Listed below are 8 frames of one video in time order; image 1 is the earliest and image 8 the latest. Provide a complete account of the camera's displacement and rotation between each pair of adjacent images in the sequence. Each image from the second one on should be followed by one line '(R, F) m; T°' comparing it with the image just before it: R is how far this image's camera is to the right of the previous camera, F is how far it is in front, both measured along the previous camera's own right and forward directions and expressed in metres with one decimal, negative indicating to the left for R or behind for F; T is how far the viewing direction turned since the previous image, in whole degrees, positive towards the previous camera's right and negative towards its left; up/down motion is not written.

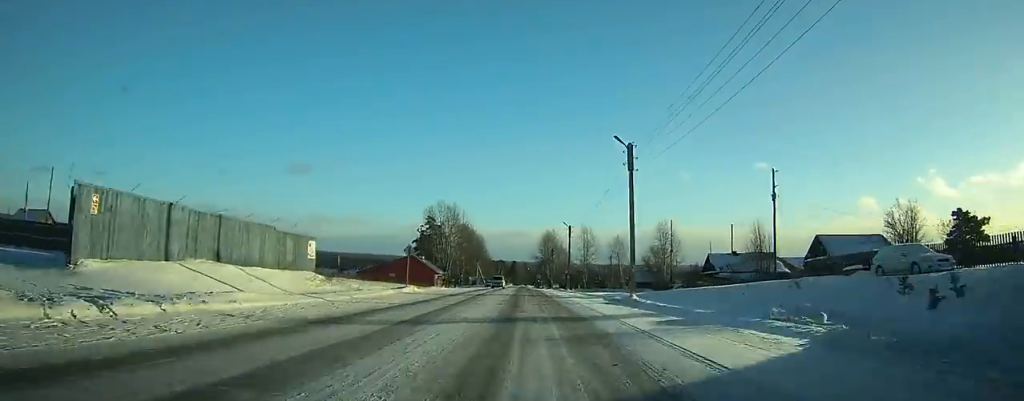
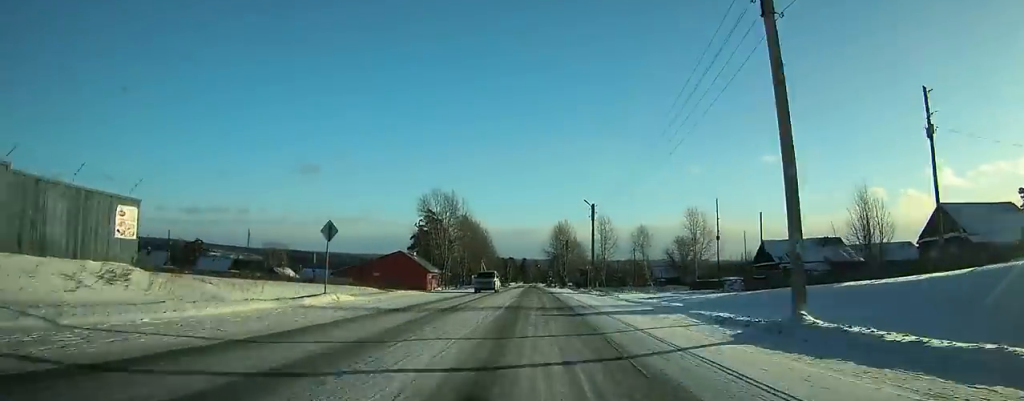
(-0.2, +18.5) m; -1°
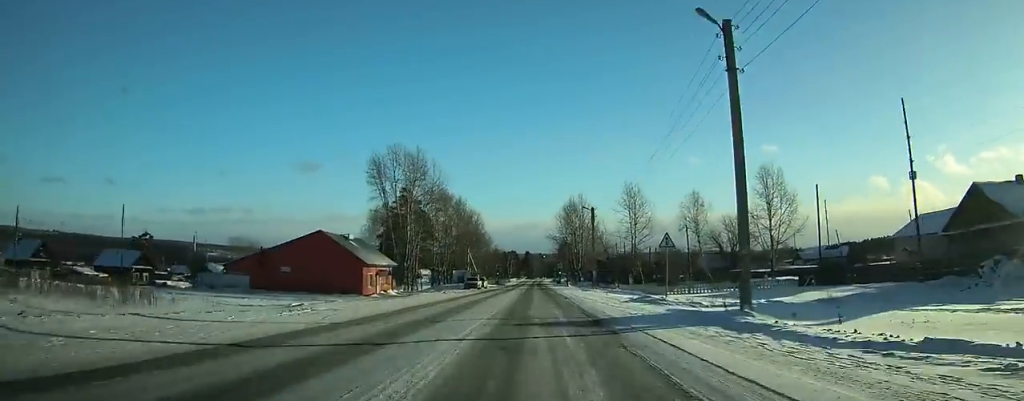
(-0.3, +38.1) m; 0°
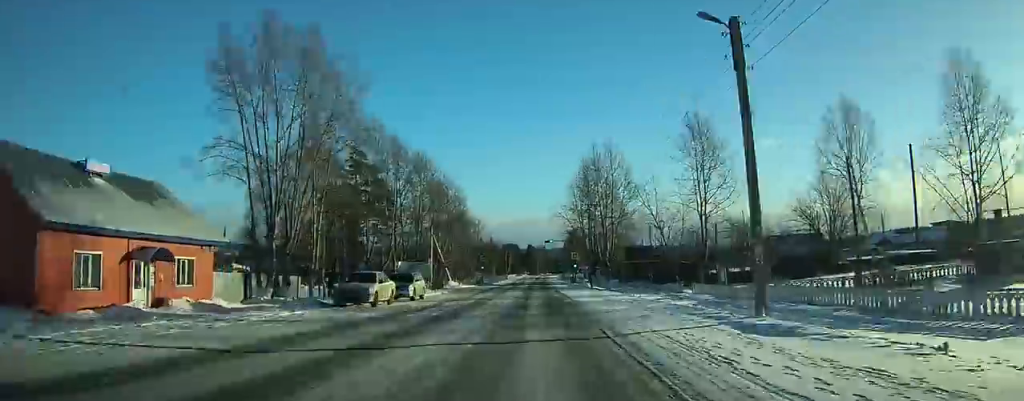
(-0.1, +41.6) m; 0°
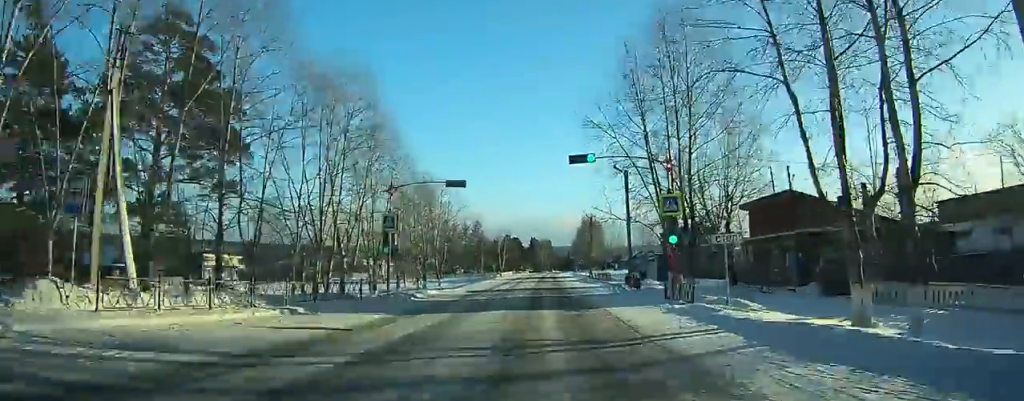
(0.0, +58.0) m; 0°
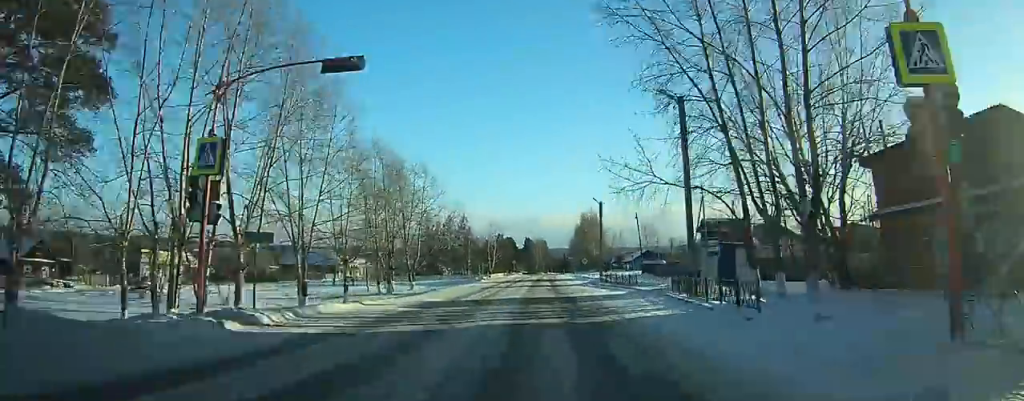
(0.0, +17.5) m; 0°
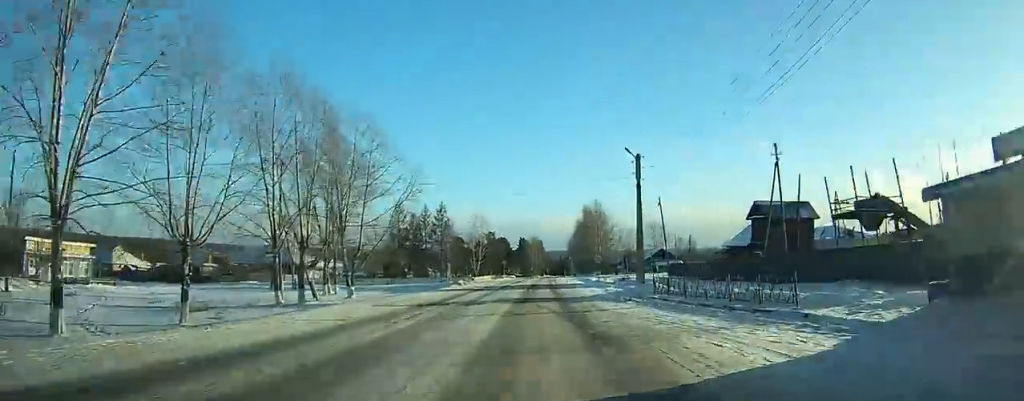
(0.0, +24.2) m; 0°
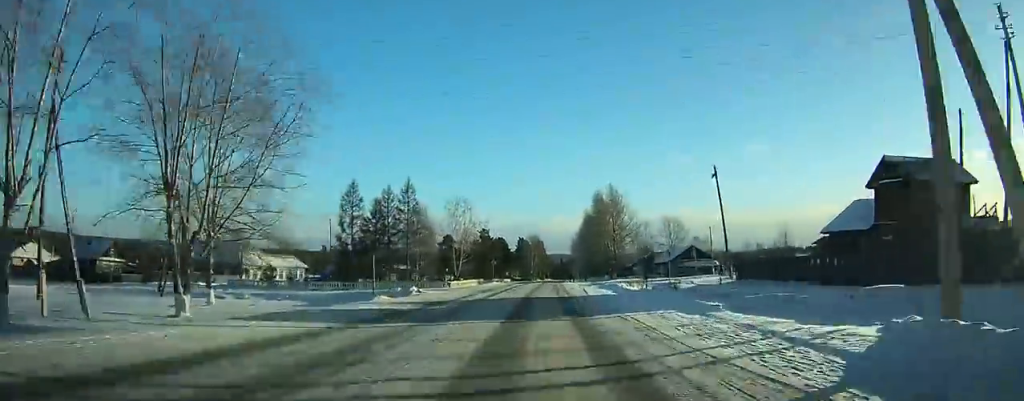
(0.0, +26.7) m; 0°
